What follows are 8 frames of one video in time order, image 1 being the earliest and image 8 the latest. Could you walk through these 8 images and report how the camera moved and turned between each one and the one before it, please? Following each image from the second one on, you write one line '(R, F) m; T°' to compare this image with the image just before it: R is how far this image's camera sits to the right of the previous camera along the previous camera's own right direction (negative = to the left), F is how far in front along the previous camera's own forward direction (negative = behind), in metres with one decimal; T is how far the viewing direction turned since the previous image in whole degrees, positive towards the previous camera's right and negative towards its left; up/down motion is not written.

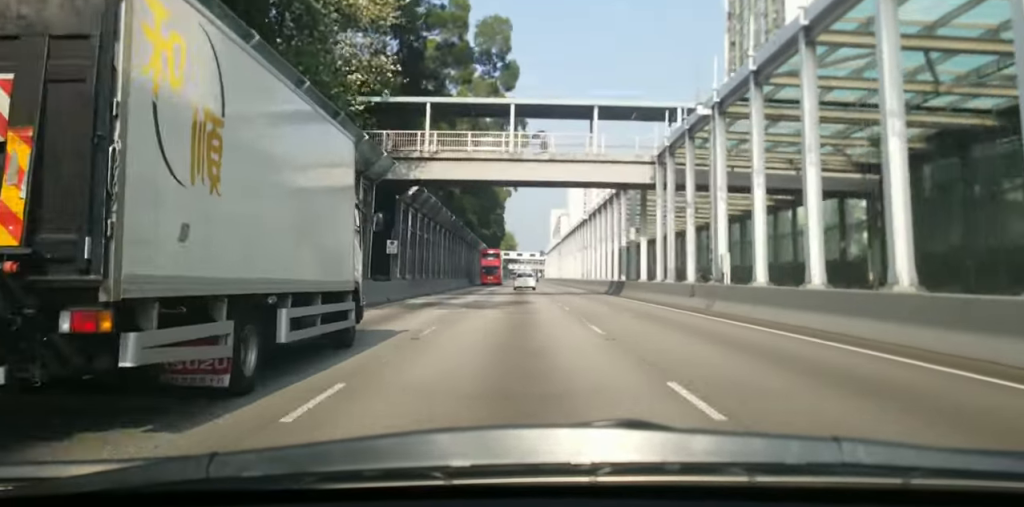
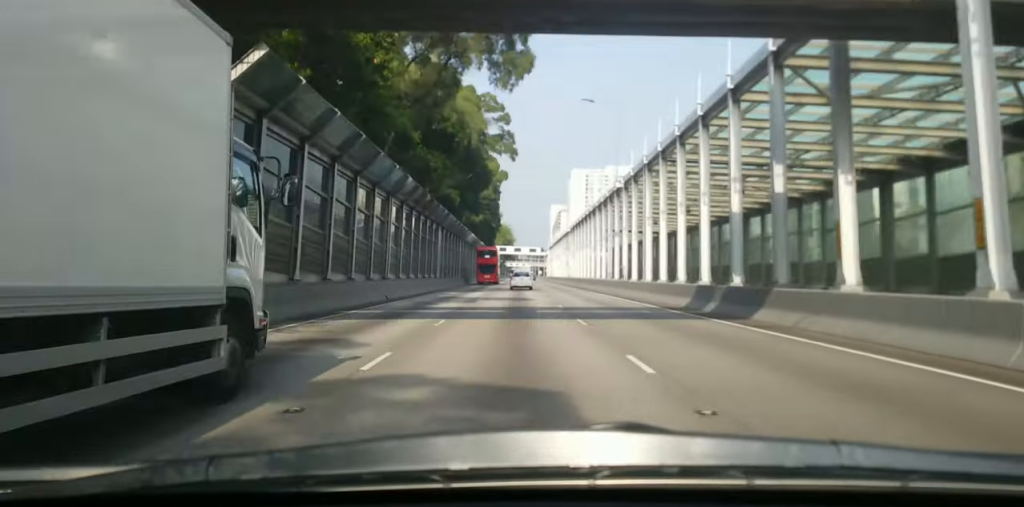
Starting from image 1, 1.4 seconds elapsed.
(+0.1, +27.1) m; +1°
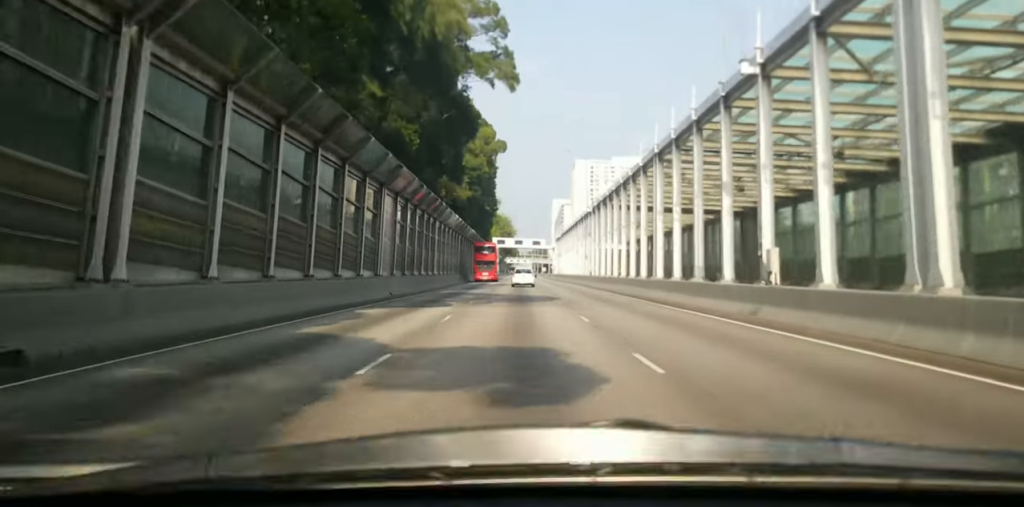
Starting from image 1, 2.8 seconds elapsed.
(+0.5, +28.7) m; +2°
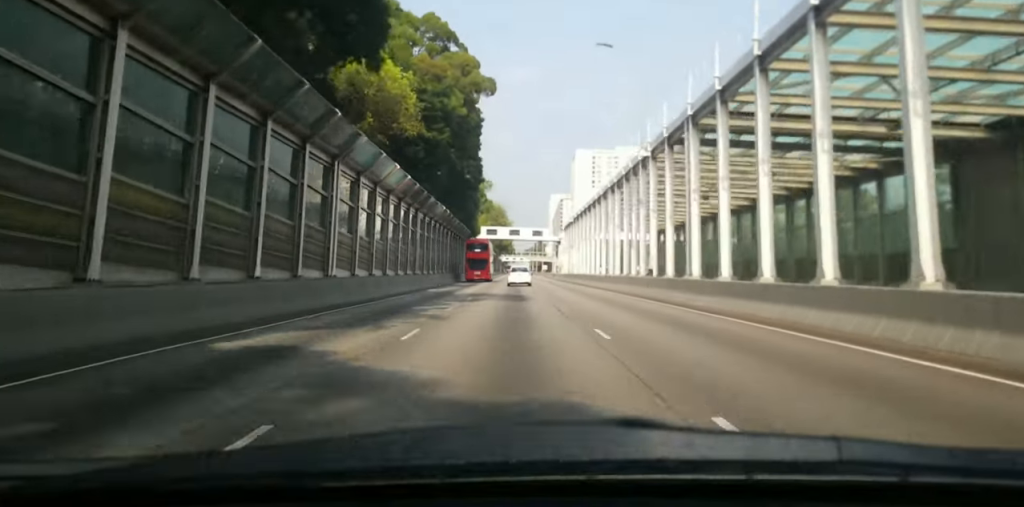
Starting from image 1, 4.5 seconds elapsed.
(-0.9, +33.8) m; -3°
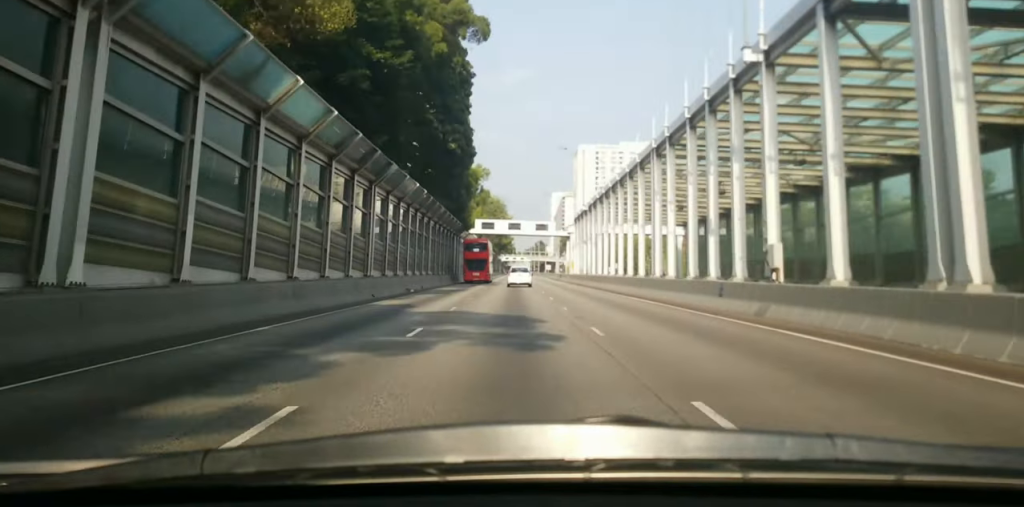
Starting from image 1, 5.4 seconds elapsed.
(-0.1, +17.9) m; +2°
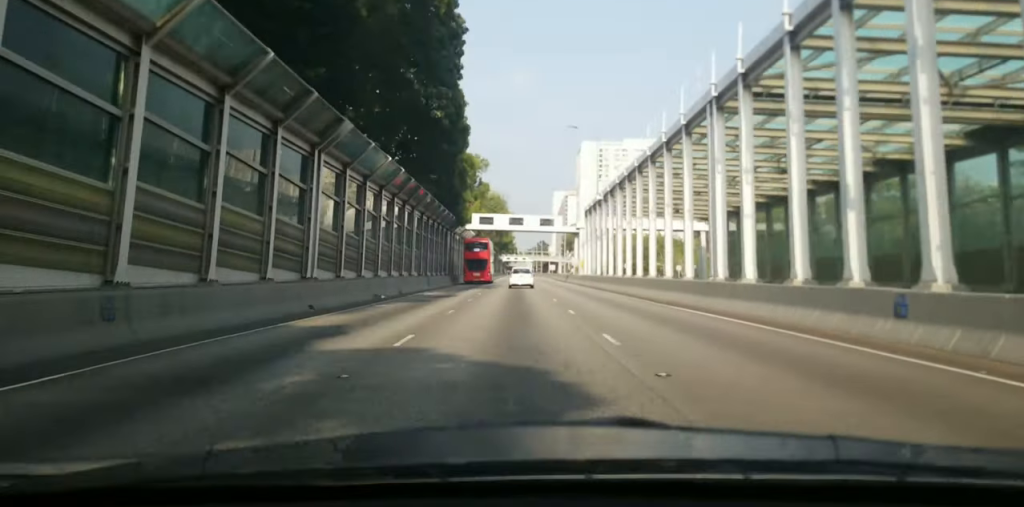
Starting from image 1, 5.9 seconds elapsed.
(+0.1, +10.7) m; +2°
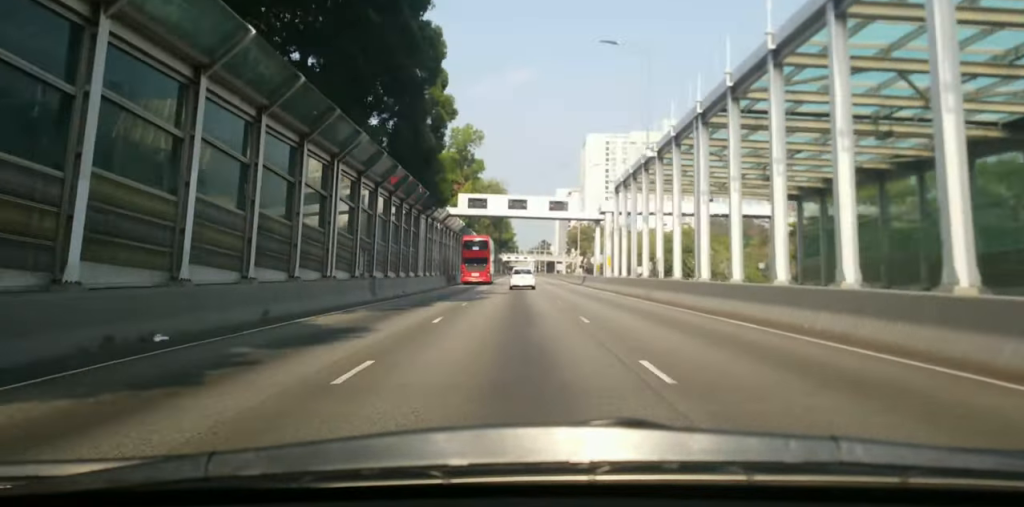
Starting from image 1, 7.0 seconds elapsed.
(+0.6, +23.1) m; +1°
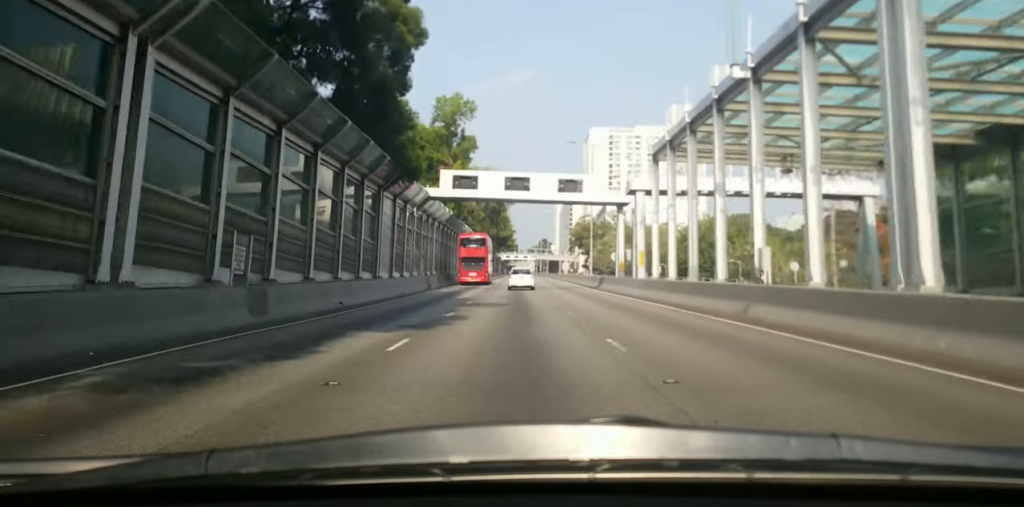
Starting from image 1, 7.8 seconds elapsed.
(+0.1, +14.9) m; -2°
